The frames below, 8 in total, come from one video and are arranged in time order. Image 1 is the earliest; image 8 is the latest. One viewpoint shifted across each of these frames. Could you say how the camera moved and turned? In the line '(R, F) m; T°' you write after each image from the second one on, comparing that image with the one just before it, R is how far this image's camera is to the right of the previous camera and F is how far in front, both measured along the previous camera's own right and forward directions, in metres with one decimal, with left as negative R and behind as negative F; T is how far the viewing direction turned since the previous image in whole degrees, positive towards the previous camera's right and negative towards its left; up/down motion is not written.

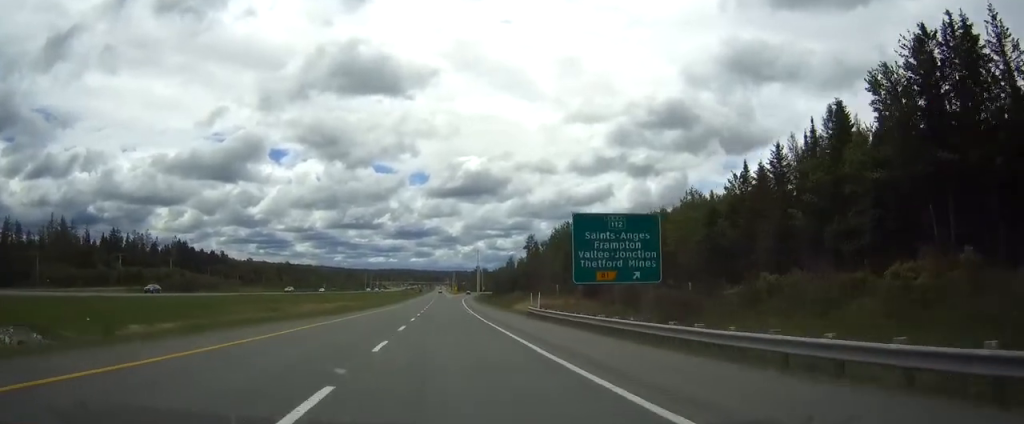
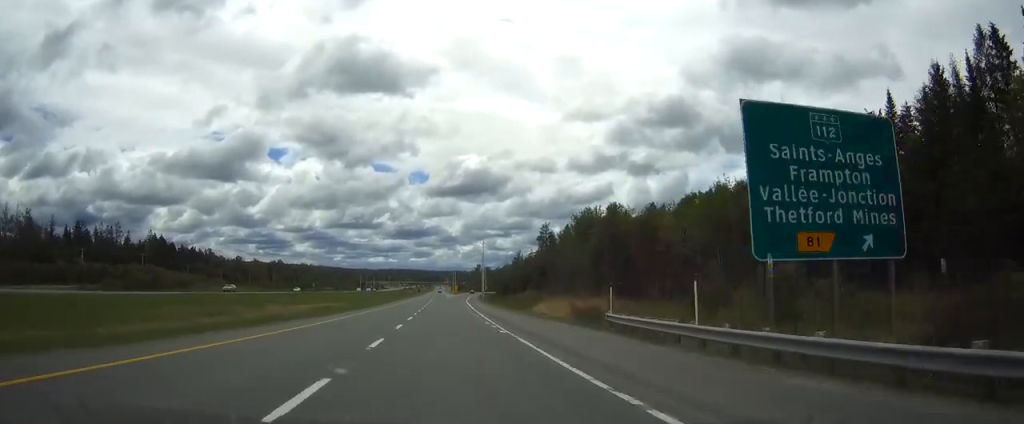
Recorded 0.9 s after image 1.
(+0.1, +26.5) m; 0°
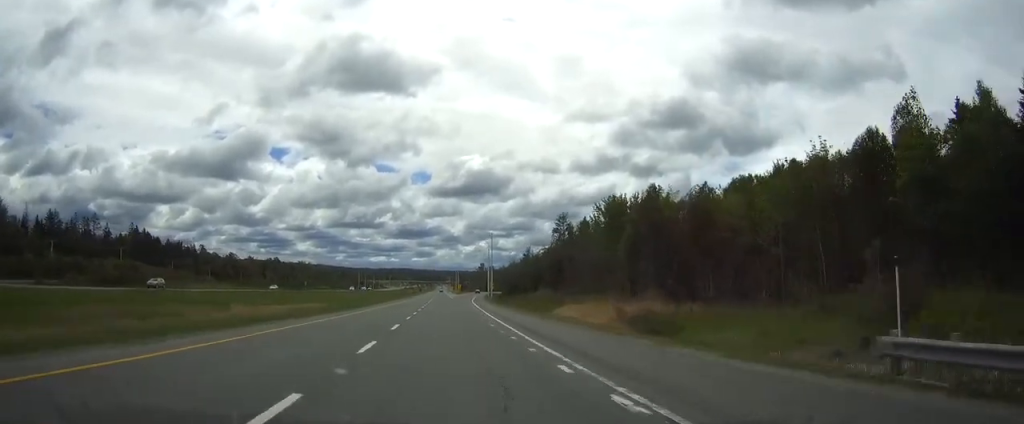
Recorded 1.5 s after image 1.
(+0.1, +19.4) m; 0°
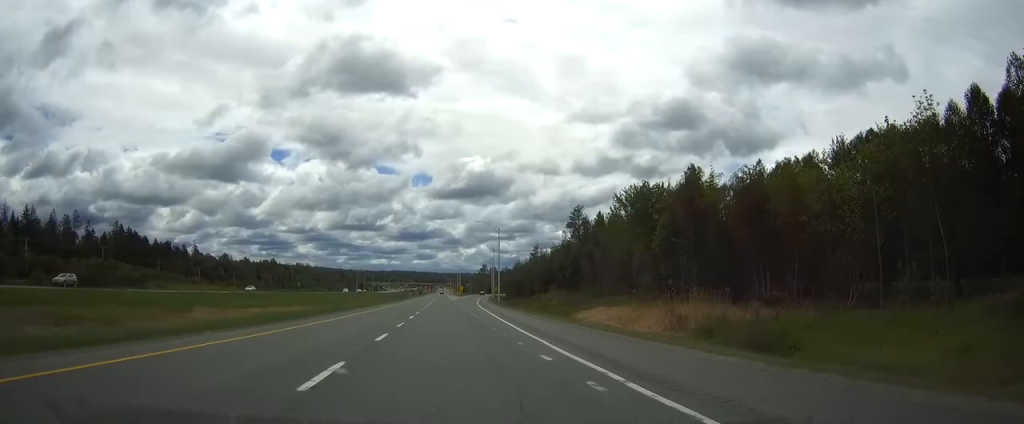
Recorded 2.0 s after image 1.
(0.0, +14.3) m; 0°
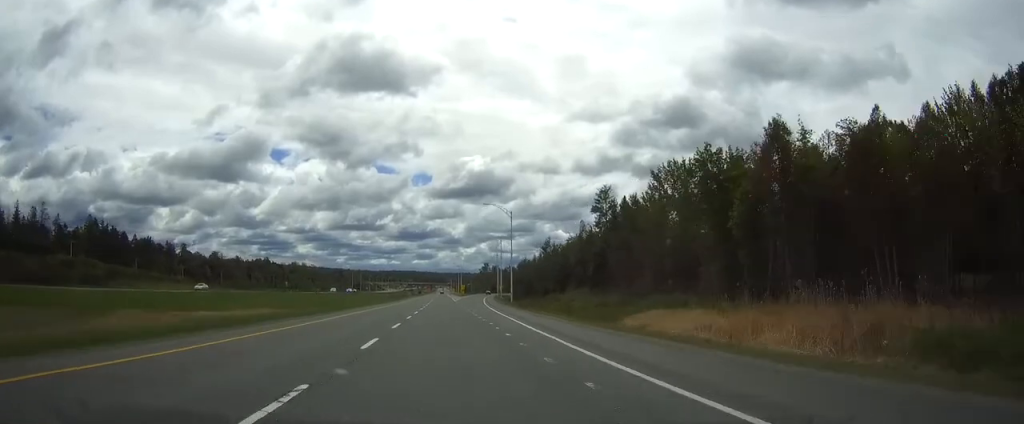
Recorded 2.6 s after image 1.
(0.0, +20.5) m; 0°
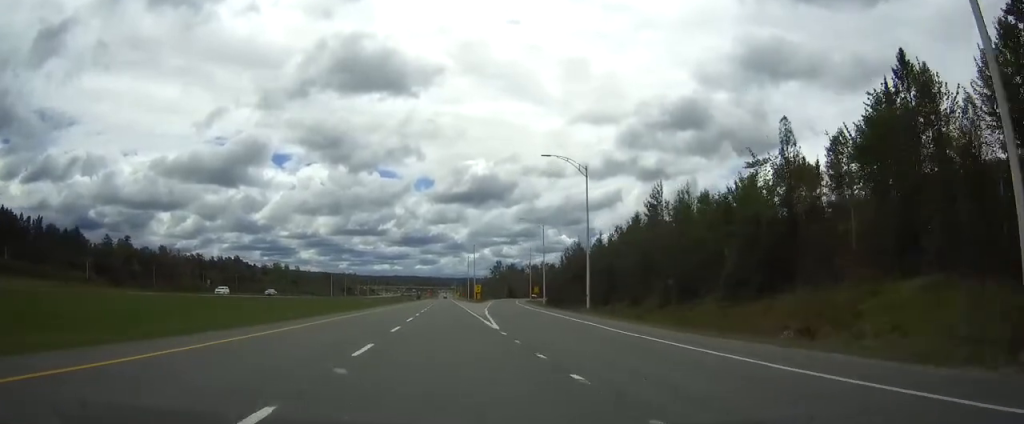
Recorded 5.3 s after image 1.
(-0.2, +82.5) m; 0°
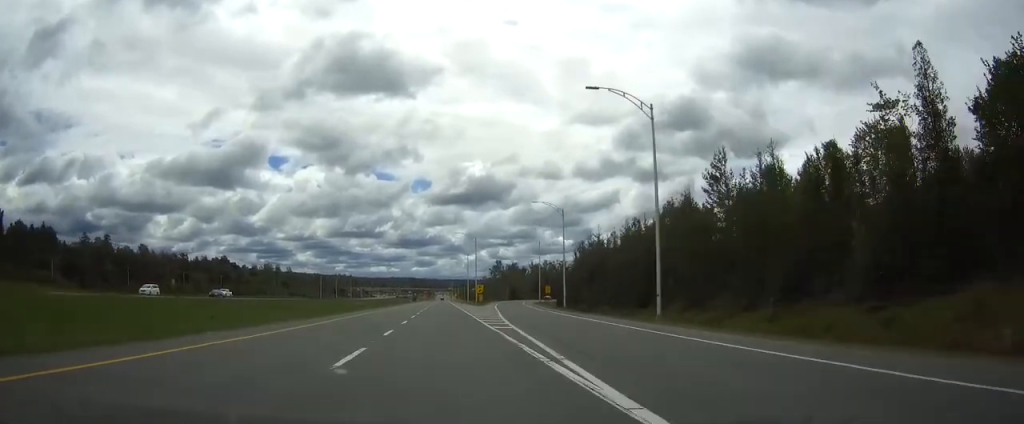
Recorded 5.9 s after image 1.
(+0.1, +19.7) m; 0°
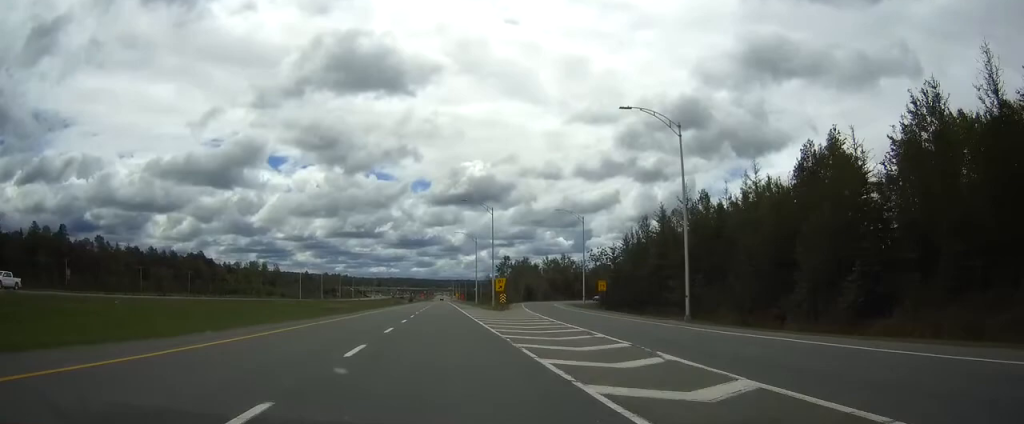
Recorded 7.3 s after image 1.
(+0.1, +42.7) m; 0°
